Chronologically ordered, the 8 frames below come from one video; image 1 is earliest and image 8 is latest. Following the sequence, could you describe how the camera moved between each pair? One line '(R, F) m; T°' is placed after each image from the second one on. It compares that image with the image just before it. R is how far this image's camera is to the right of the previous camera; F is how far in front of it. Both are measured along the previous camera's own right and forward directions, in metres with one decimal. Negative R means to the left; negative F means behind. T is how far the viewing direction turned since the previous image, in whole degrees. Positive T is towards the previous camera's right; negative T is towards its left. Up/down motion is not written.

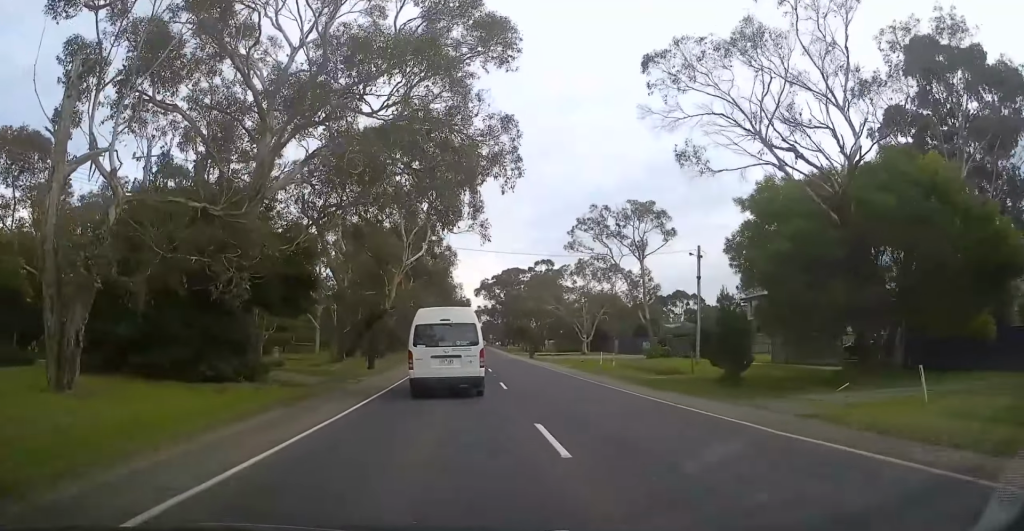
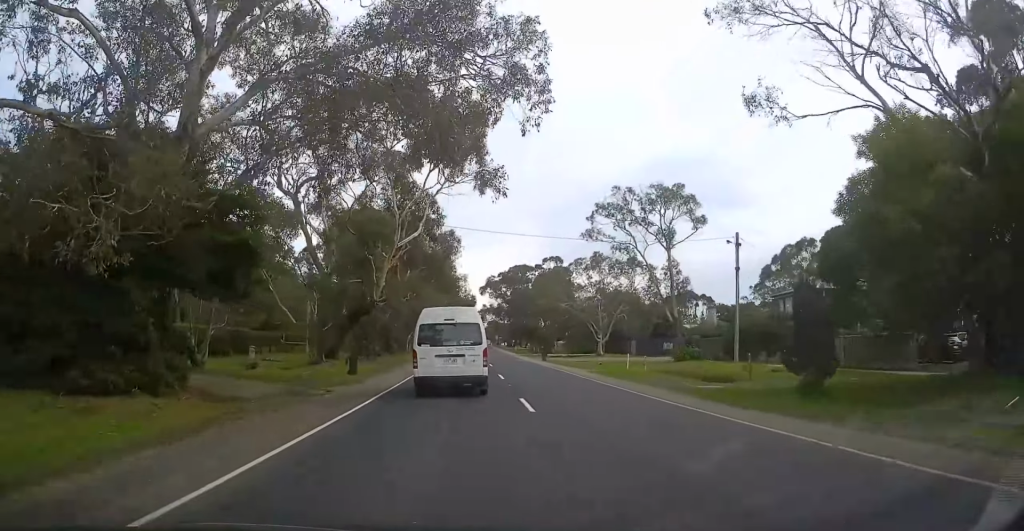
(+0.1, +6.8) m; 0°
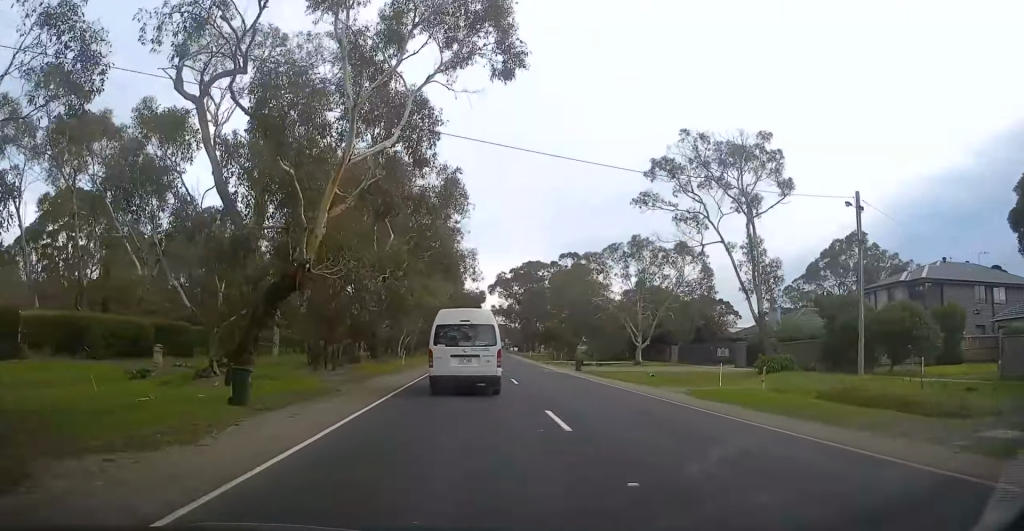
(-0.2, +14.8) m; -2°
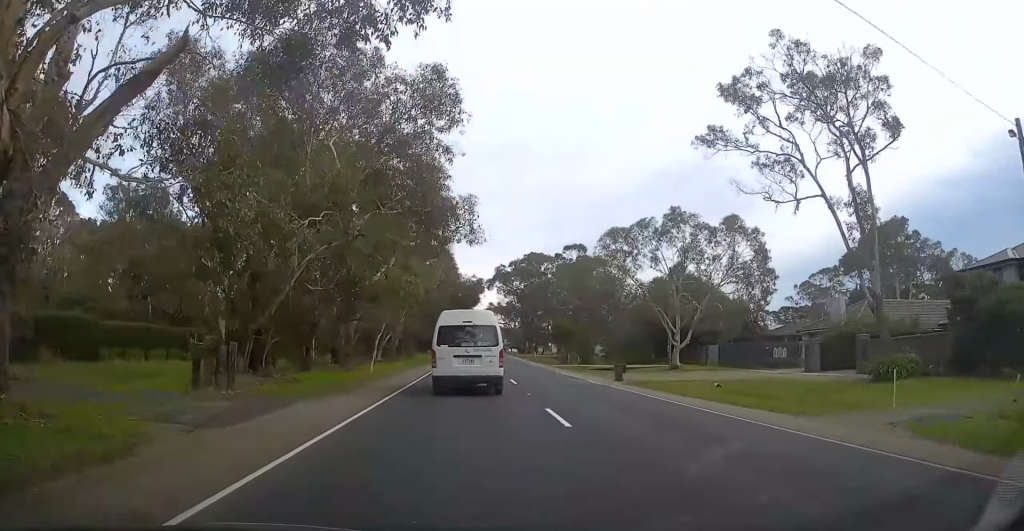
(-0.4, +12.4) m; 0°
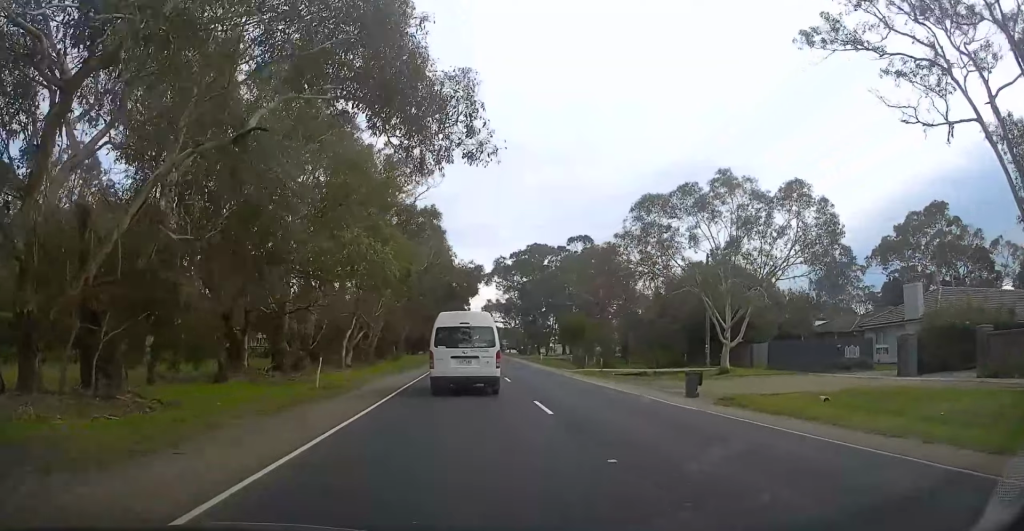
(+0.3, +10.0) m; +1°
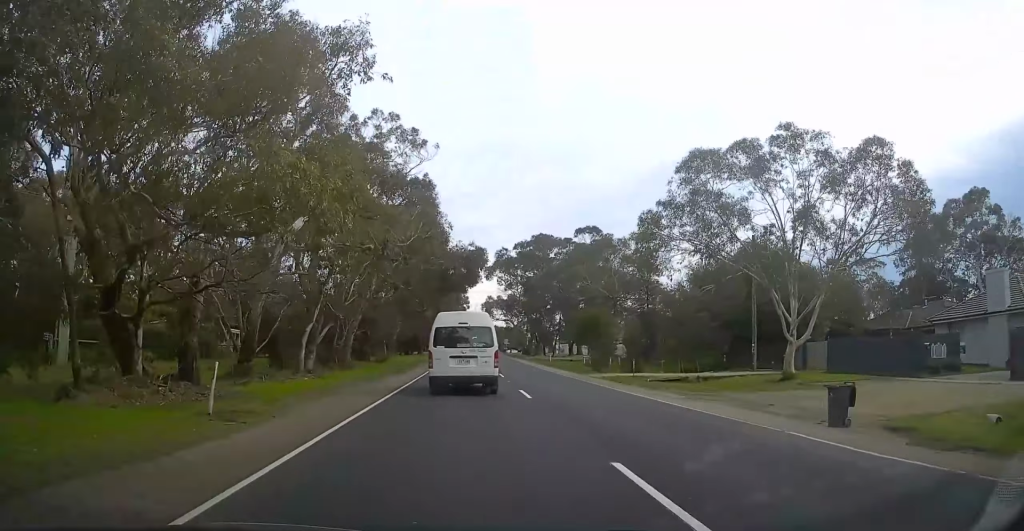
(+0.1, +8.9) m; 0°
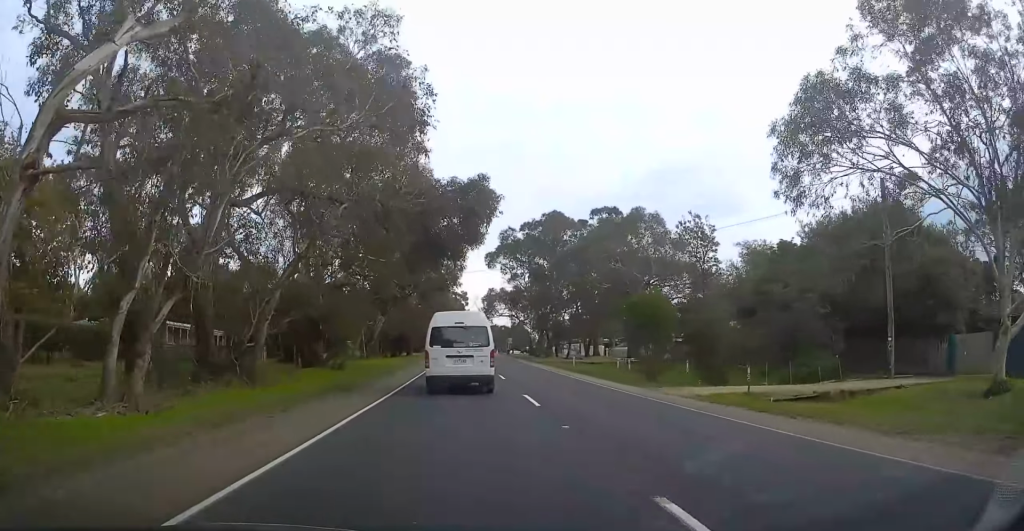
(-0.1, +14.5) m; 0°
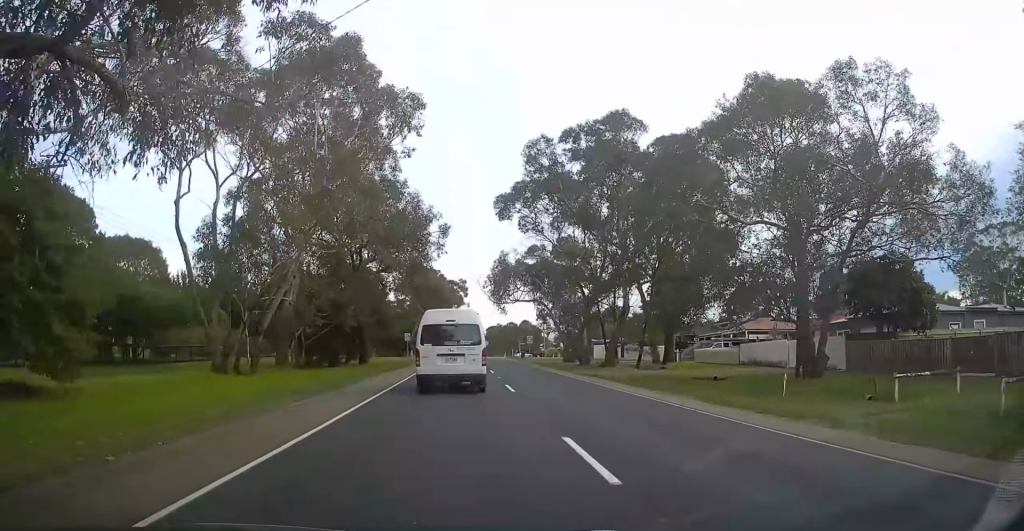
(-0.1, +33.1) m; -1°
